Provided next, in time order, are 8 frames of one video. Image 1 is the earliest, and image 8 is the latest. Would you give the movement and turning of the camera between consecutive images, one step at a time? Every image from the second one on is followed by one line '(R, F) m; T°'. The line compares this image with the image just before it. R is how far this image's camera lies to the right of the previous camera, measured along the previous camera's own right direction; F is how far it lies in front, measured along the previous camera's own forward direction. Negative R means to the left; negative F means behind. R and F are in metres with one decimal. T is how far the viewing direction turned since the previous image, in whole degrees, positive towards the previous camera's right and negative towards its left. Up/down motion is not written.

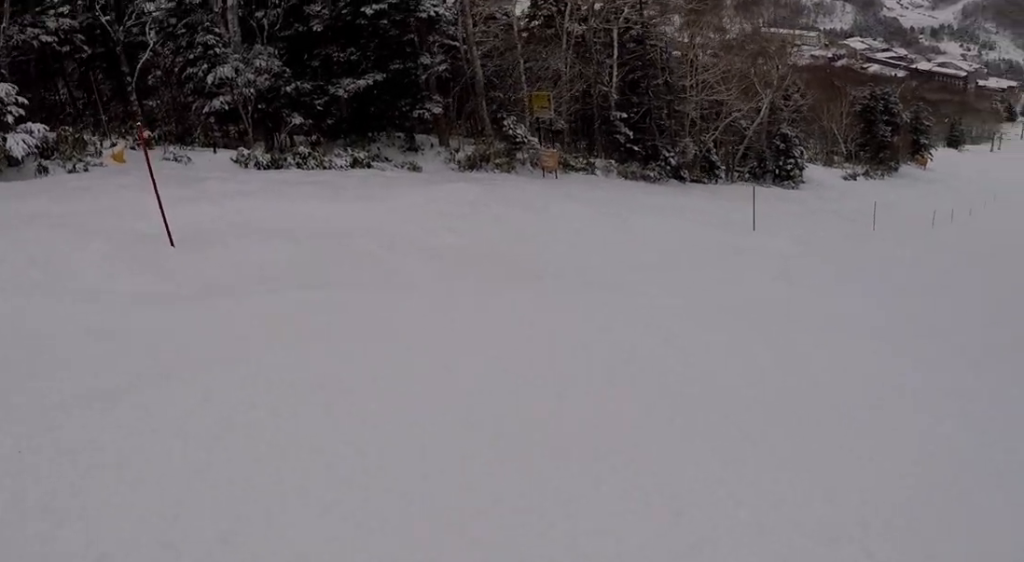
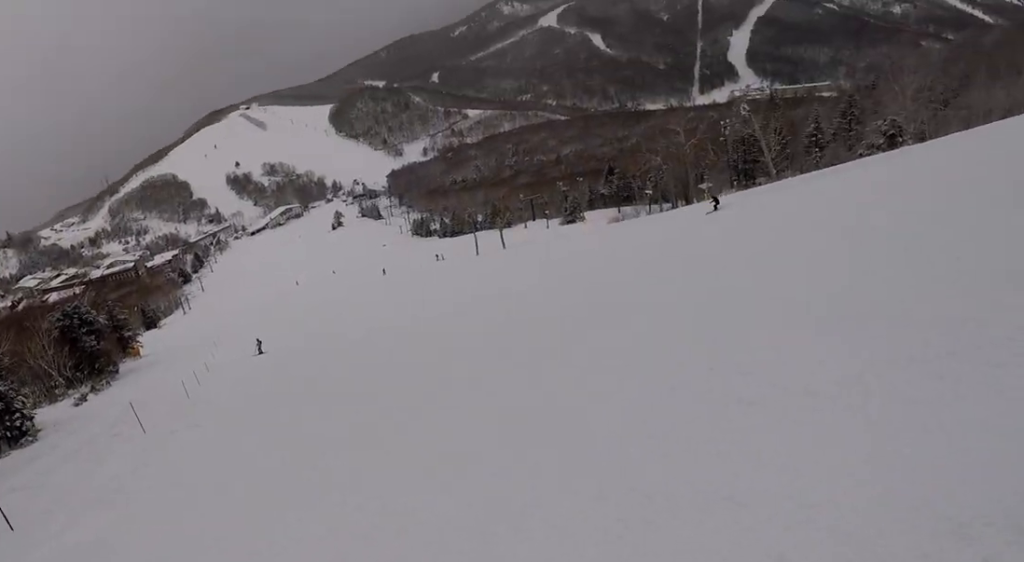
(+2.4, +5.6) m; +56°
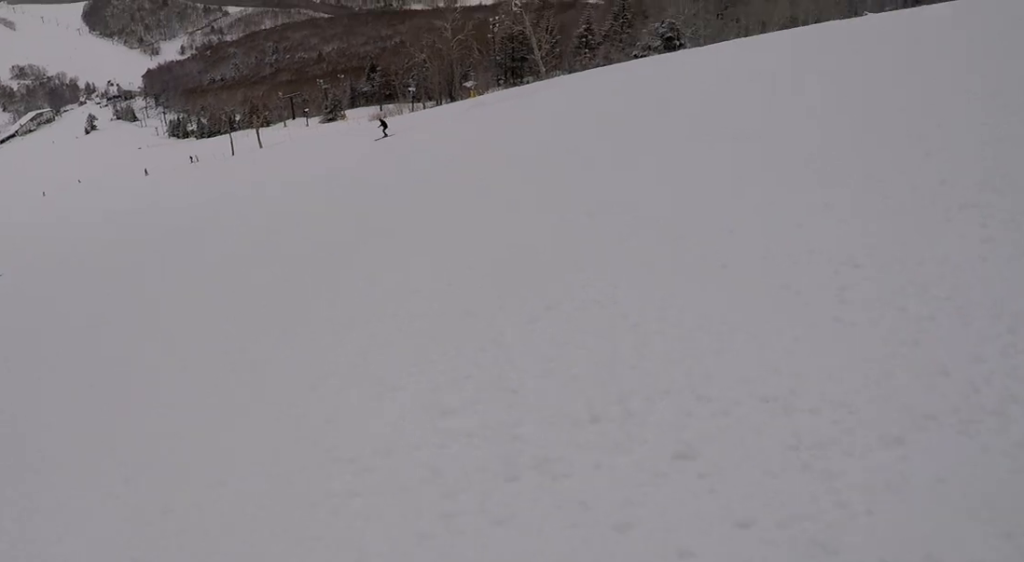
(+1.1, +3.2) m; +32°
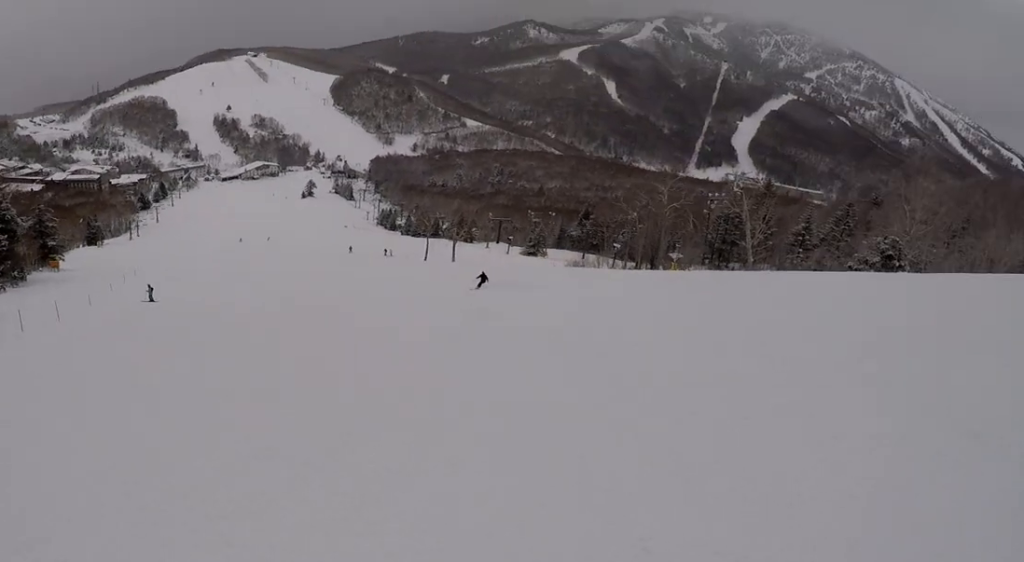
(+0.7, +3.4) m; +18°
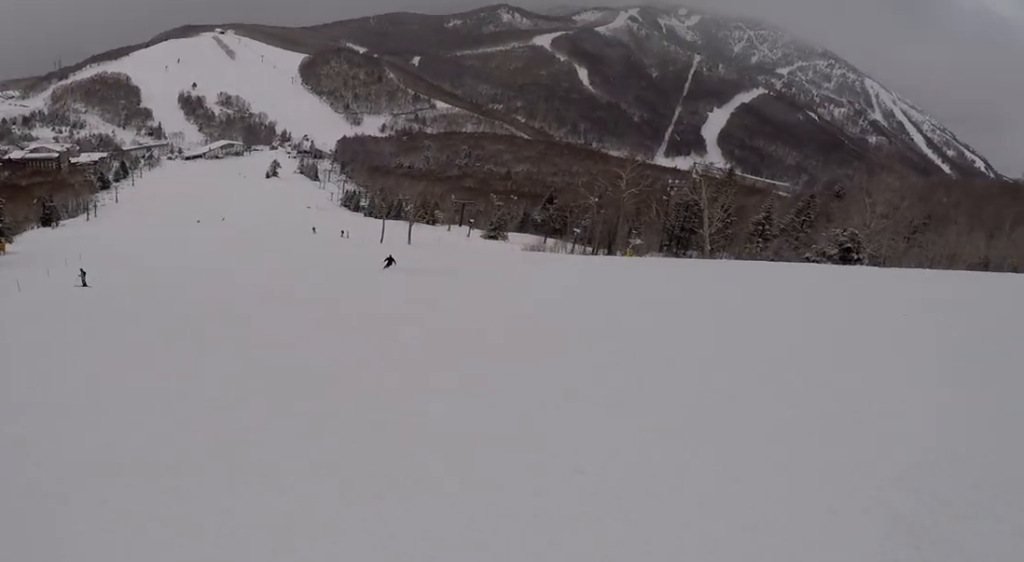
(+0.4, +2.8) m; +6°
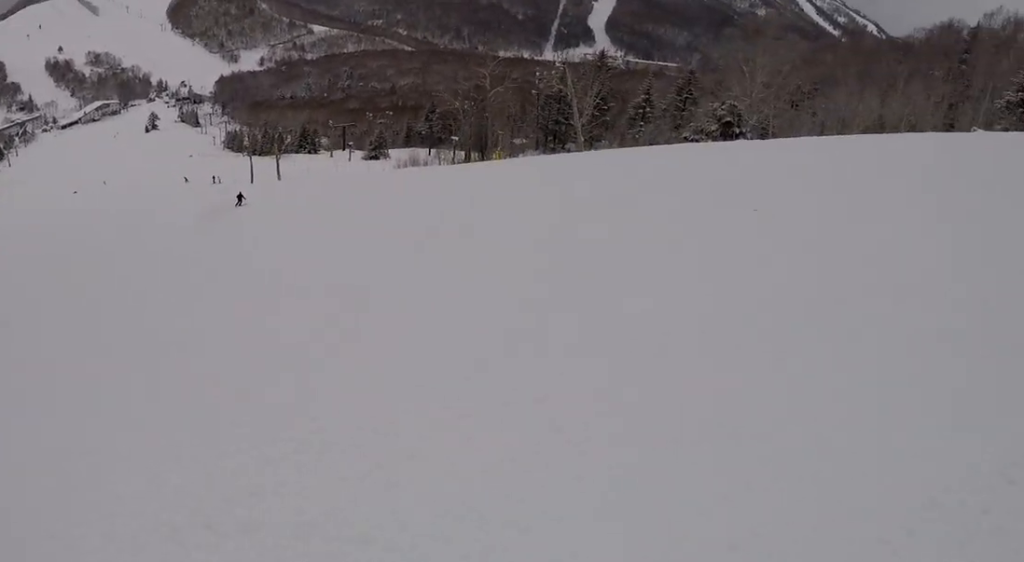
(+0.3, +5.5) m; -14°
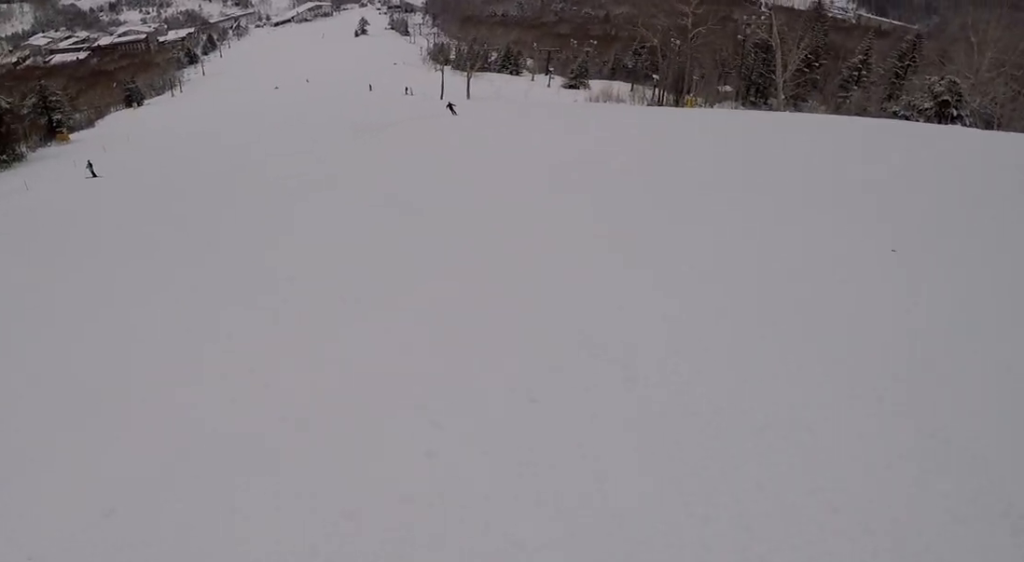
(-1.0, +3.9) m; -31°
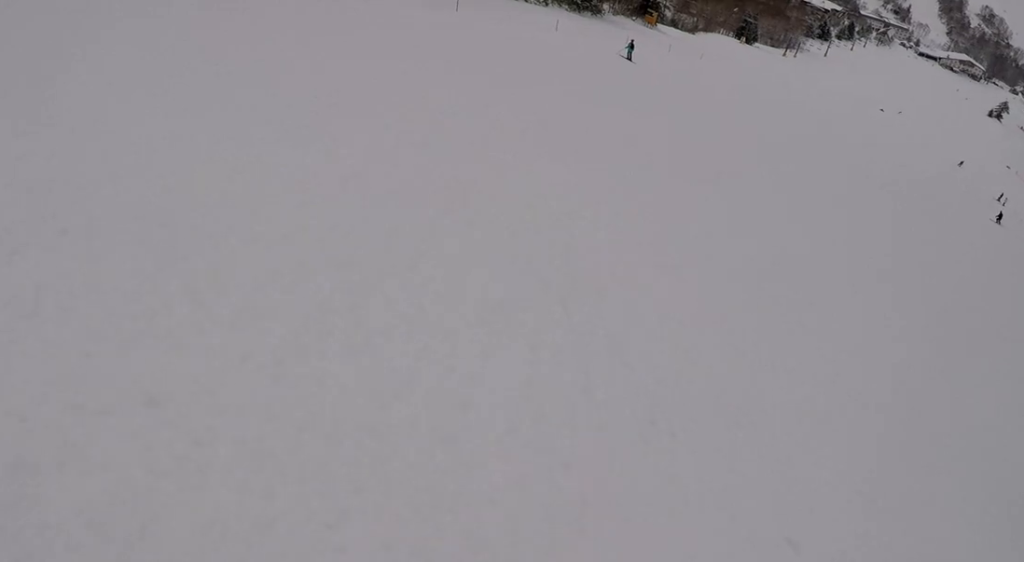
(-4.1, +7.1) m; -67°
